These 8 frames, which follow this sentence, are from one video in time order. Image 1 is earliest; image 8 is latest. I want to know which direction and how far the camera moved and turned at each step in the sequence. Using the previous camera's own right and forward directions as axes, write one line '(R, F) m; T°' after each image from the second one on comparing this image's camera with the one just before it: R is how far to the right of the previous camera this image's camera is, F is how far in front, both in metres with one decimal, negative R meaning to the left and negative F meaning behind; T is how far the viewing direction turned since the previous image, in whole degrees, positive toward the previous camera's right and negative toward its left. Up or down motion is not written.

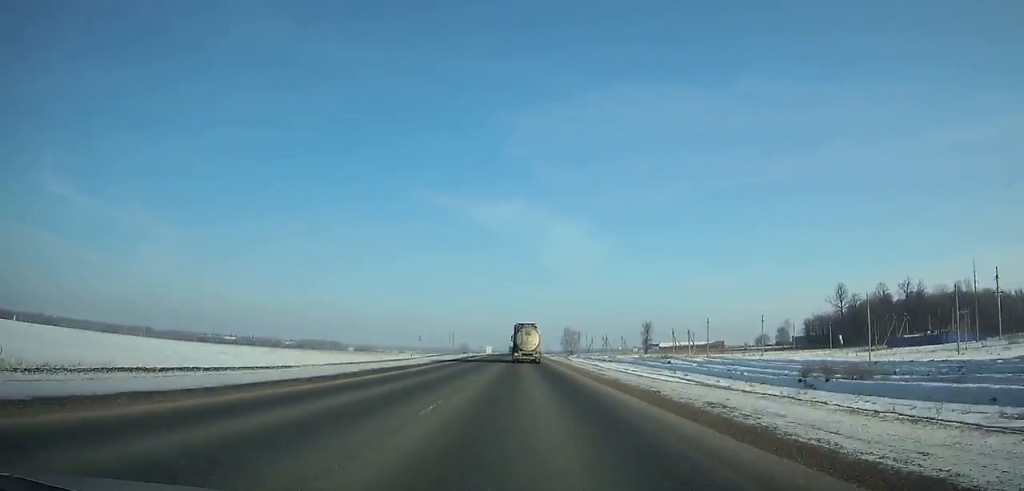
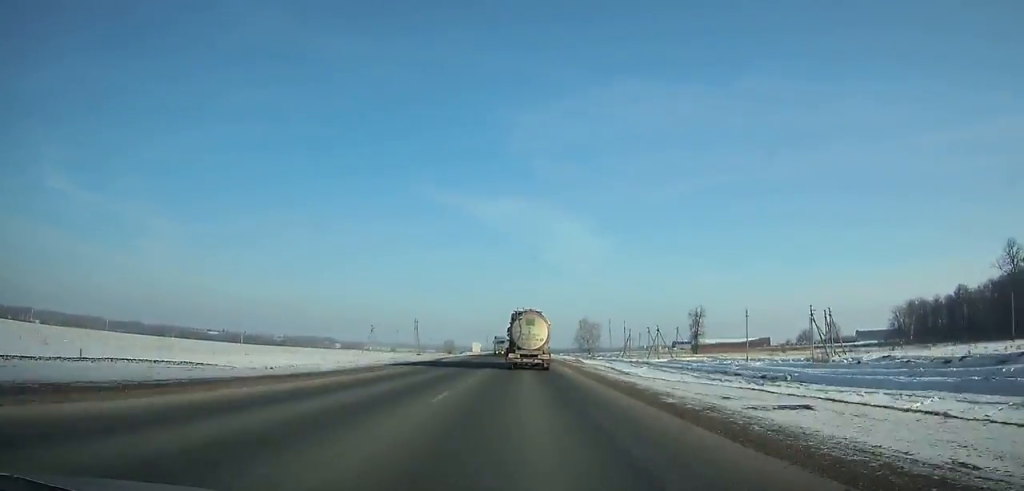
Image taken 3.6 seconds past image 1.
(-0.1, +87.6) m; 0°
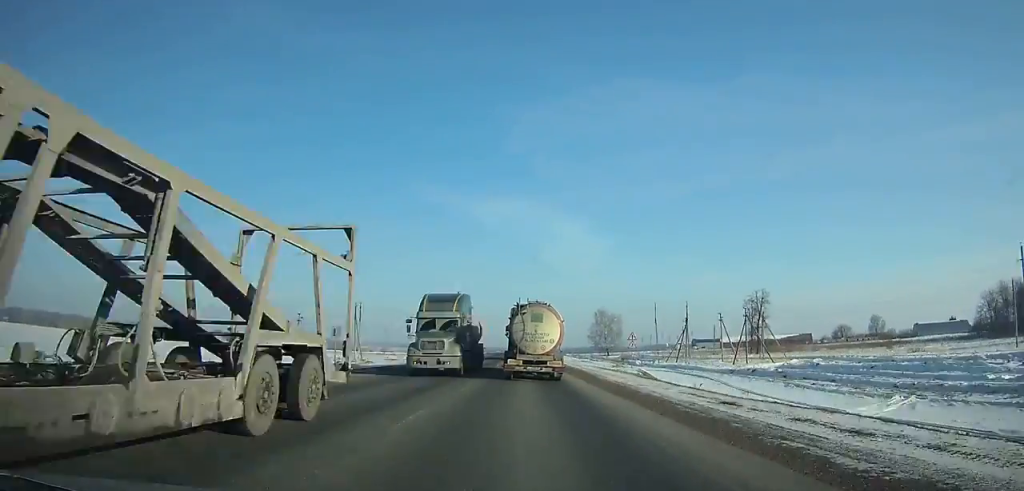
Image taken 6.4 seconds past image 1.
(-0.1, +62.4) m; 0°
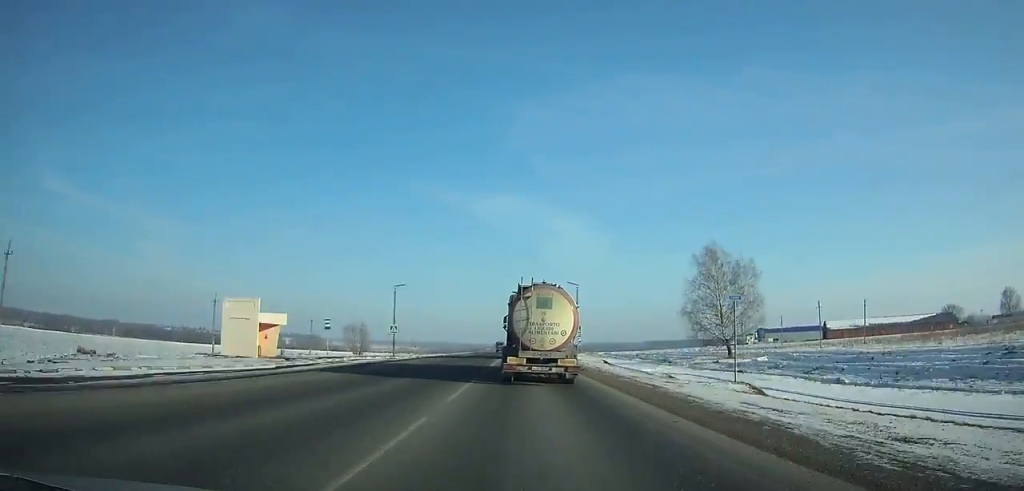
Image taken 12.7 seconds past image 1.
(+0.2, +126.1) m; 0°
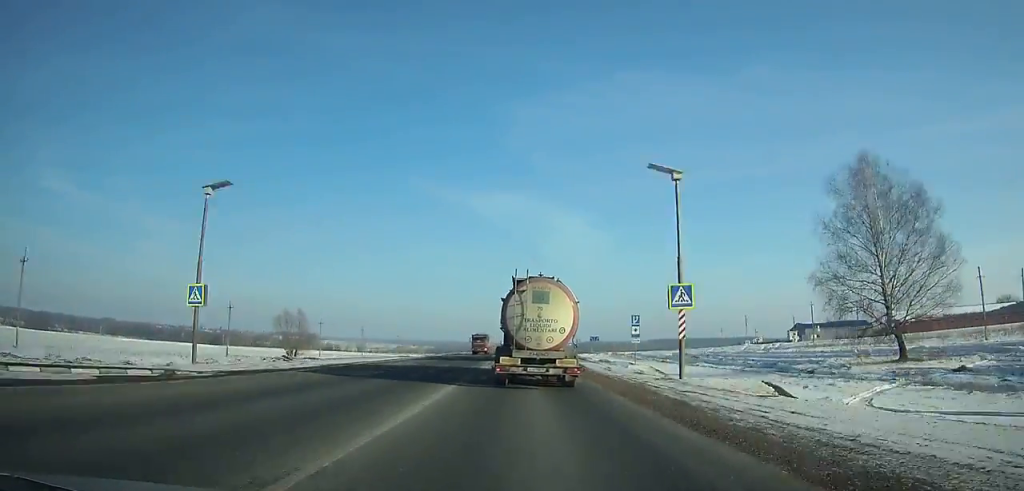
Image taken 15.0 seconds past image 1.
(0.0, +42.0) m; 0°
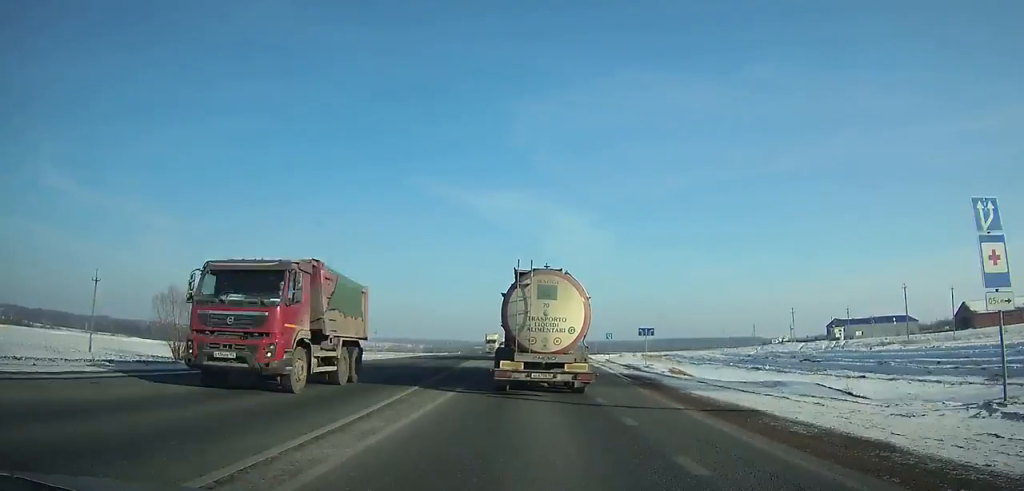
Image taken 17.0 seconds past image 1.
(0.0, +35.5) m; 0°
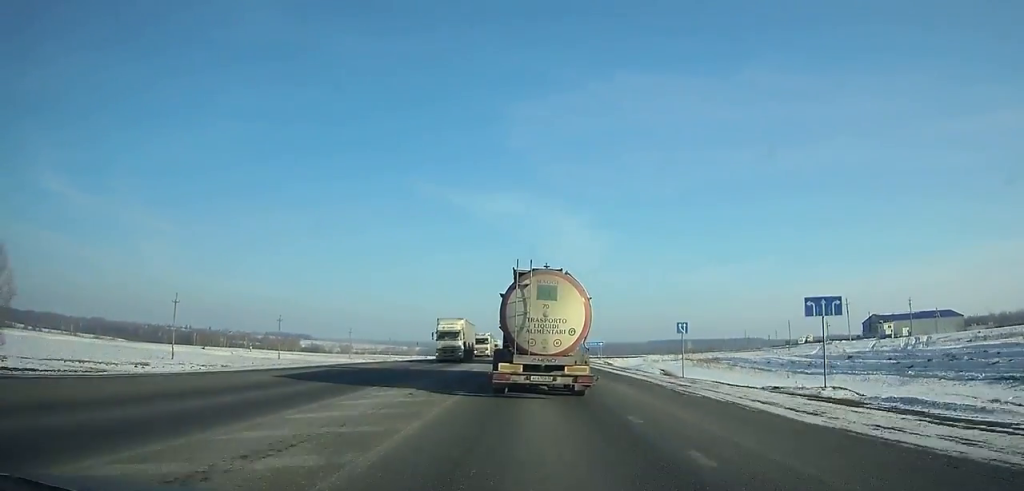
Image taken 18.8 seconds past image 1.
(0.0, +31.3) m; 0°
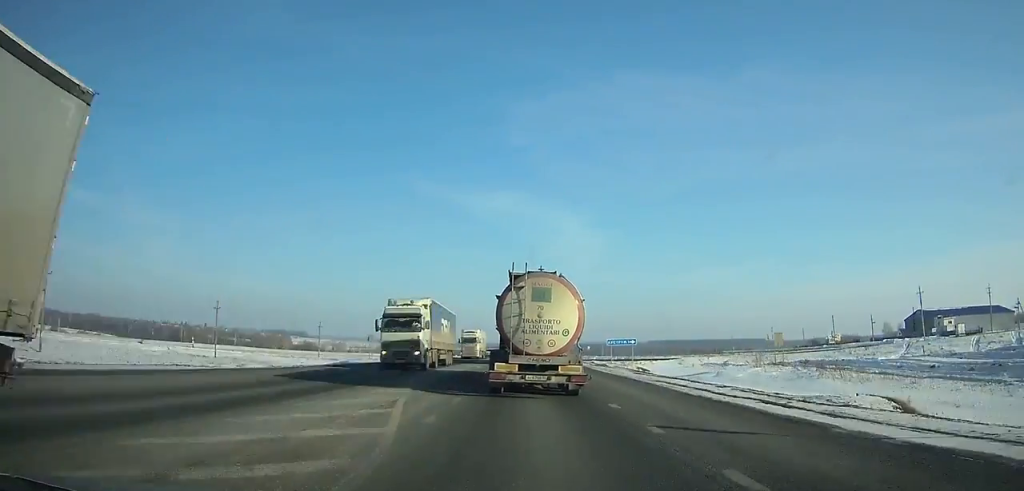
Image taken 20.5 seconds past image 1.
(0.0, +29.4) m; 0°
